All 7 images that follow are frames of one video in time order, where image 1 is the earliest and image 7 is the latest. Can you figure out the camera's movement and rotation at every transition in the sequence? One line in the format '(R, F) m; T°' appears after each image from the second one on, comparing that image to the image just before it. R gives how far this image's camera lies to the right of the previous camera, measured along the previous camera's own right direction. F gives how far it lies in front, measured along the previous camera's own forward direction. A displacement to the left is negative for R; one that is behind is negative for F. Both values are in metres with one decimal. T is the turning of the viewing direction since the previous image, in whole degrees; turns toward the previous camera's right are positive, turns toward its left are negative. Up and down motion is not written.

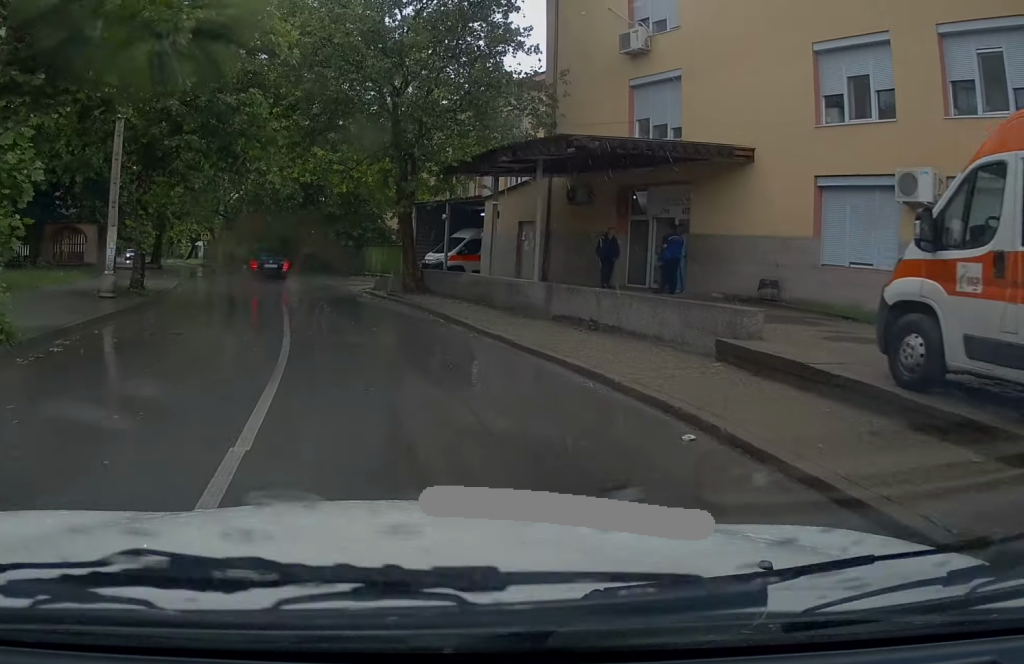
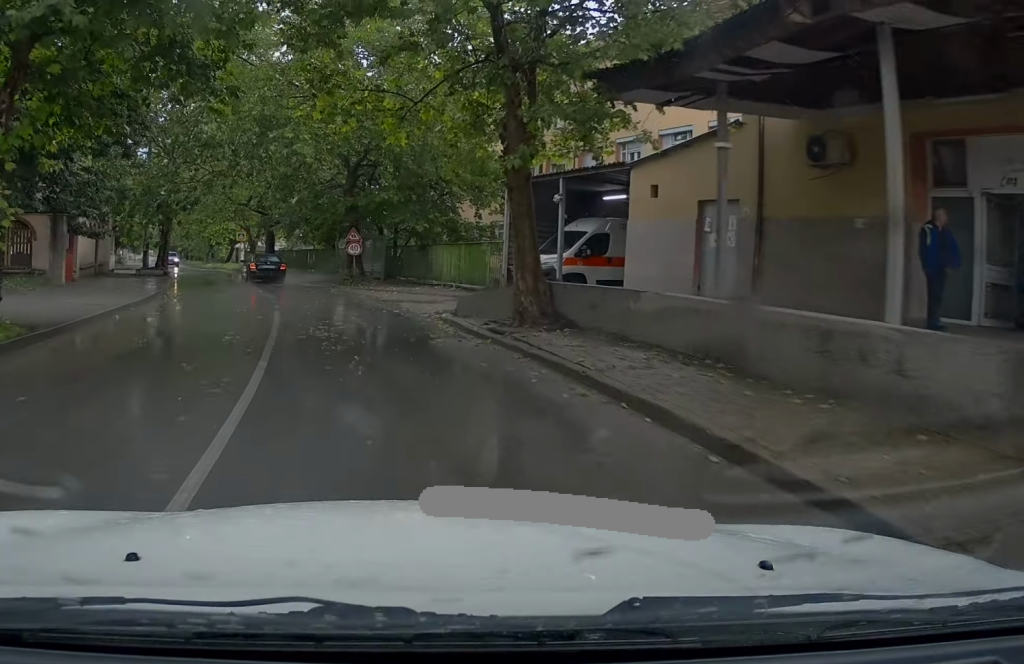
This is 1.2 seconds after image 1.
(-0.4, +11.1) m; -5°
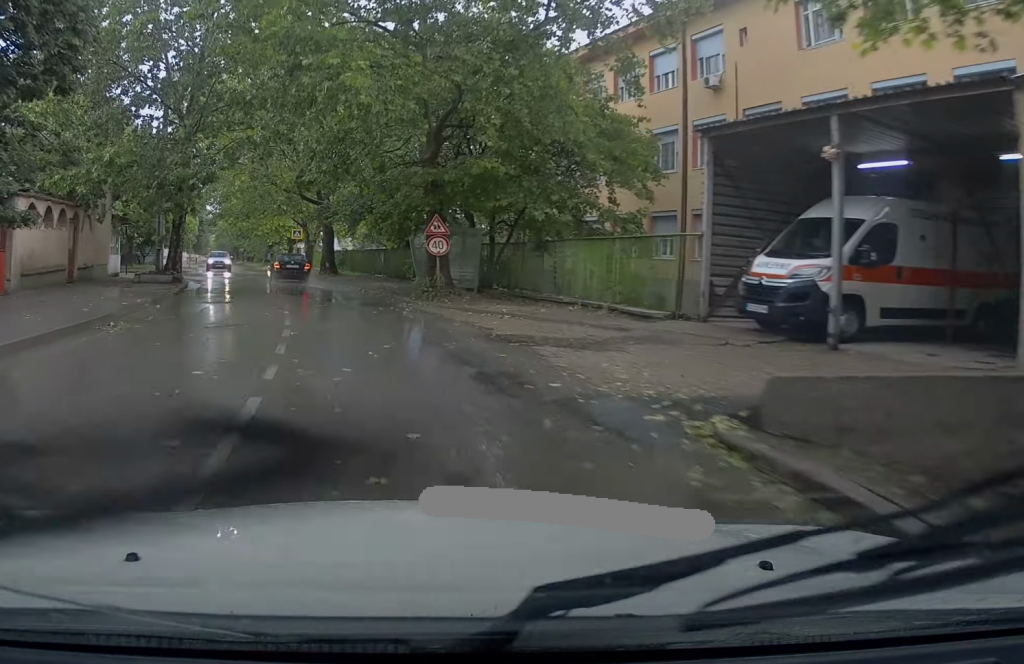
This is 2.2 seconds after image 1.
(-0.5, +10.4) m; -4°
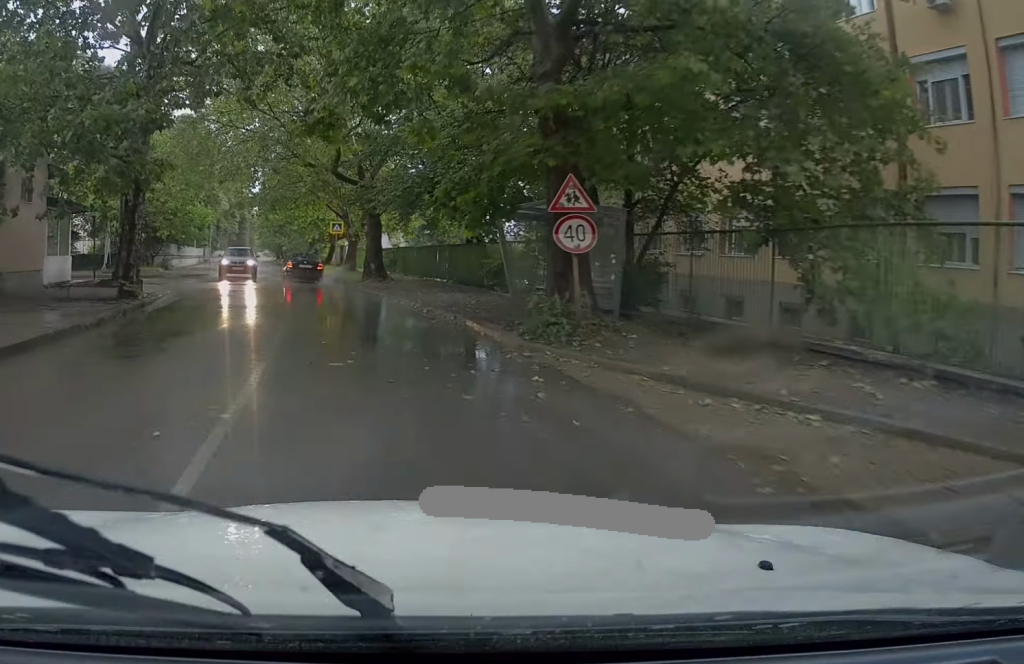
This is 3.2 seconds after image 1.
(-0.3, +10.6) m; -3°
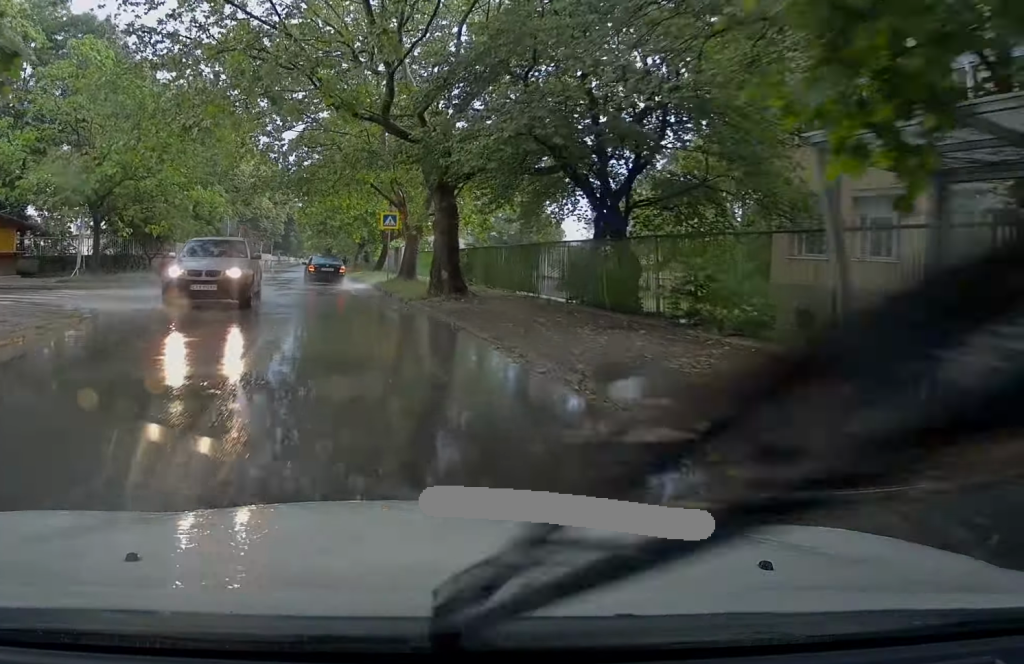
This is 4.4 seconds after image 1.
(-0.4, +12.0) m; -2°
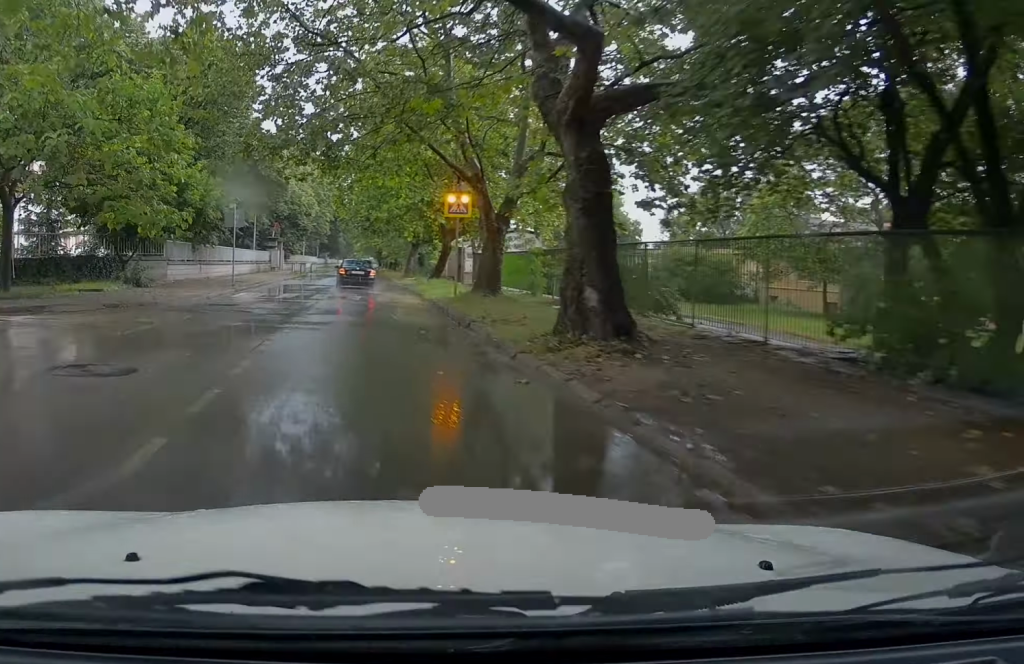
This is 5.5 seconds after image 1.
(0.0, +10.9) m; -2°
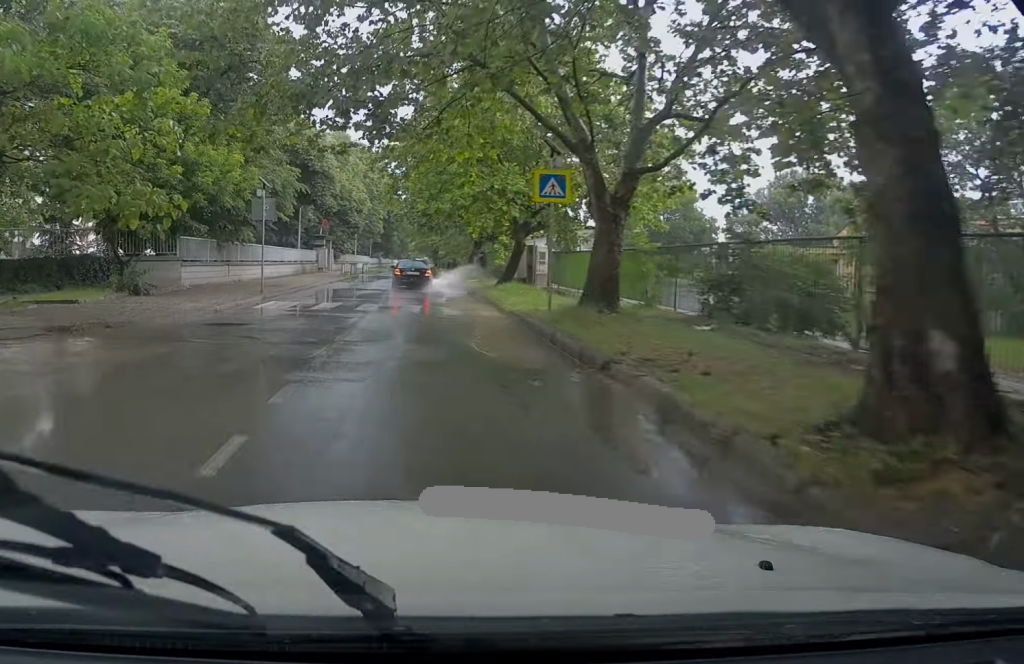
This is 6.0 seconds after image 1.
(+0.1, +5.7) m; -3°
